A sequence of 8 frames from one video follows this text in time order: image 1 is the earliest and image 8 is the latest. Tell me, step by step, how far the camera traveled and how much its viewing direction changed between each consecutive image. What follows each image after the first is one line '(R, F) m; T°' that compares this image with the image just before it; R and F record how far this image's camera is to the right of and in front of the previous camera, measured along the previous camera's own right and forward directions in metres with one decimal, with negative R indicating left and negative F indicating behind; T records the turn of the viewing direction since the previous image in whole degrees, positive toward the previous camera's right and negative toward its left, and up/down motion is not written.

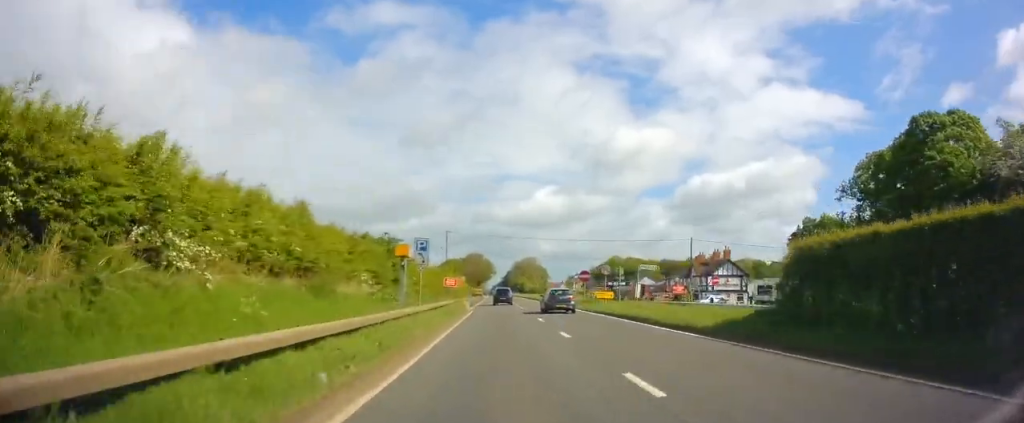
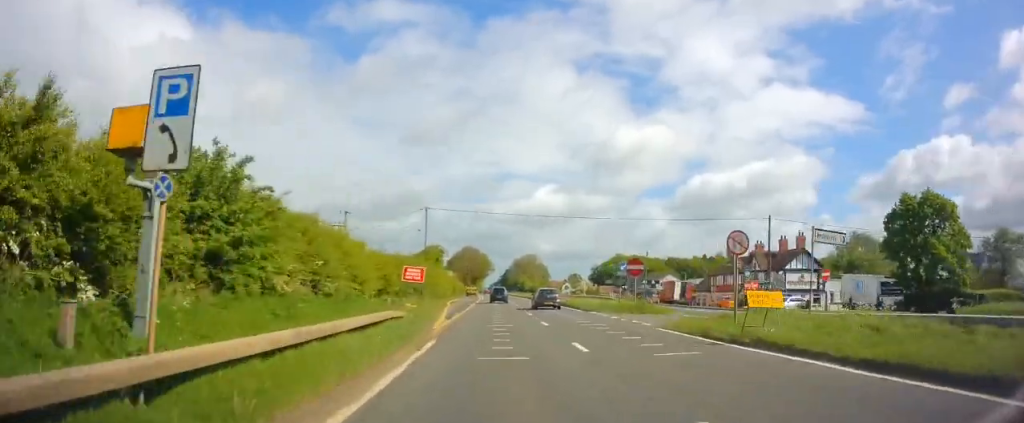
(-0.2, +20.6) m; -1°
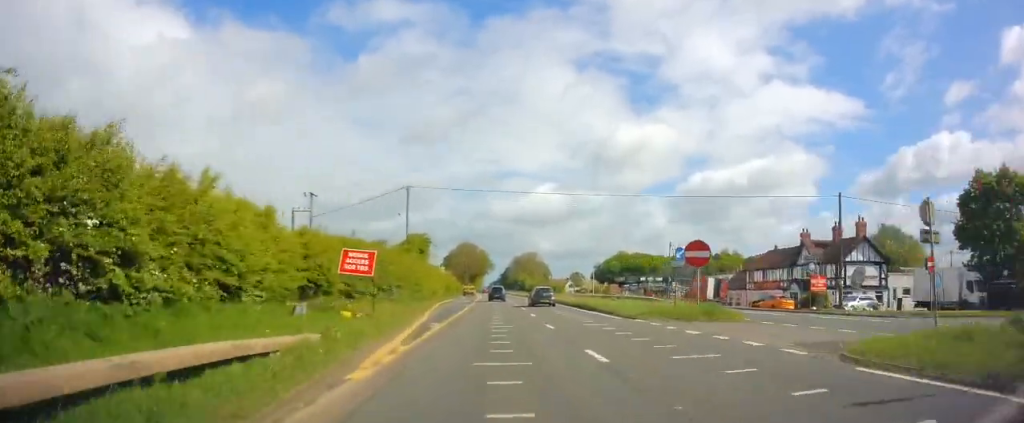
(-0.1, +11.0) m; 0°
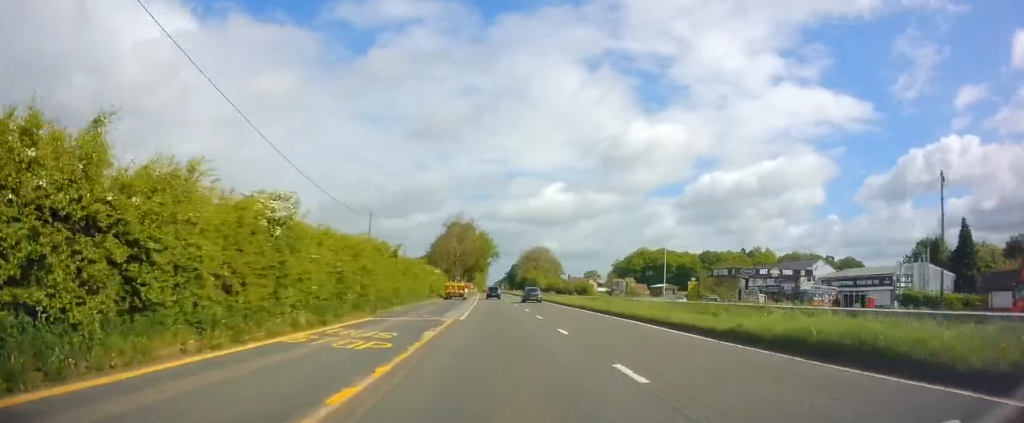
(+0.5, +45.1) m; +1°
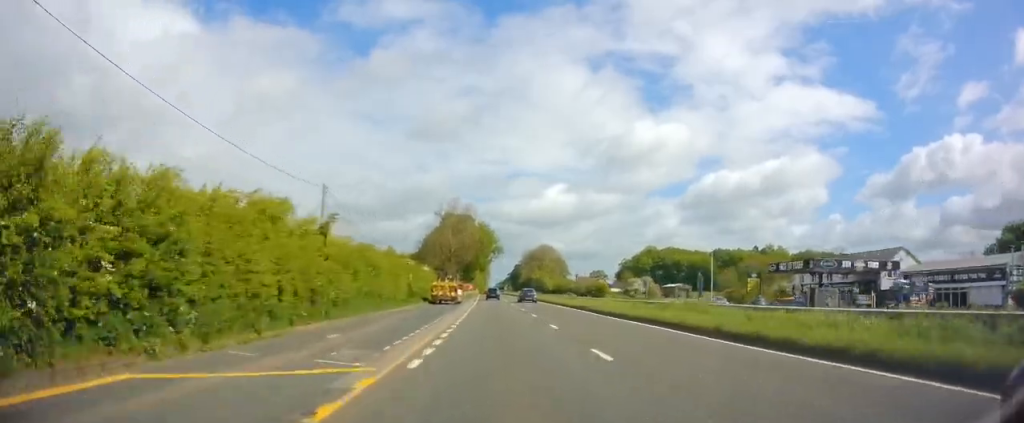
(+0.1, +14.7) m; -1°
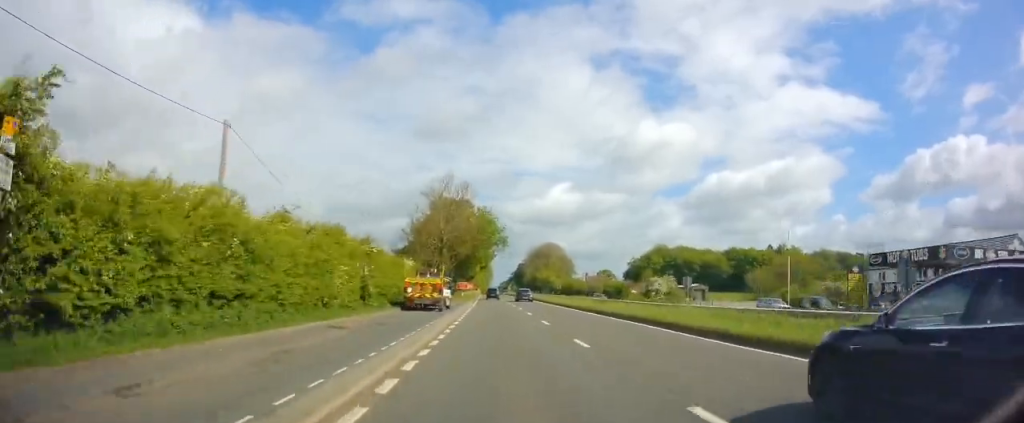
(-0.2, +14.8) m; -1°
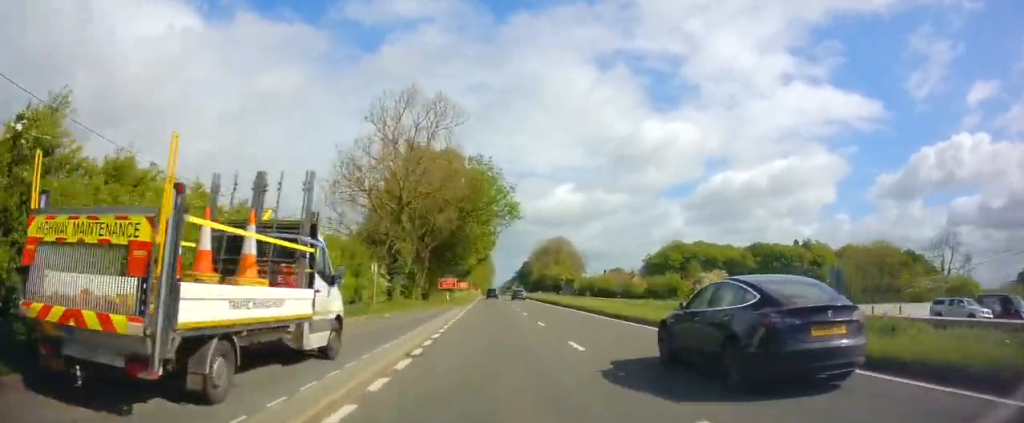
(-0.2, +26.8) m; 0°
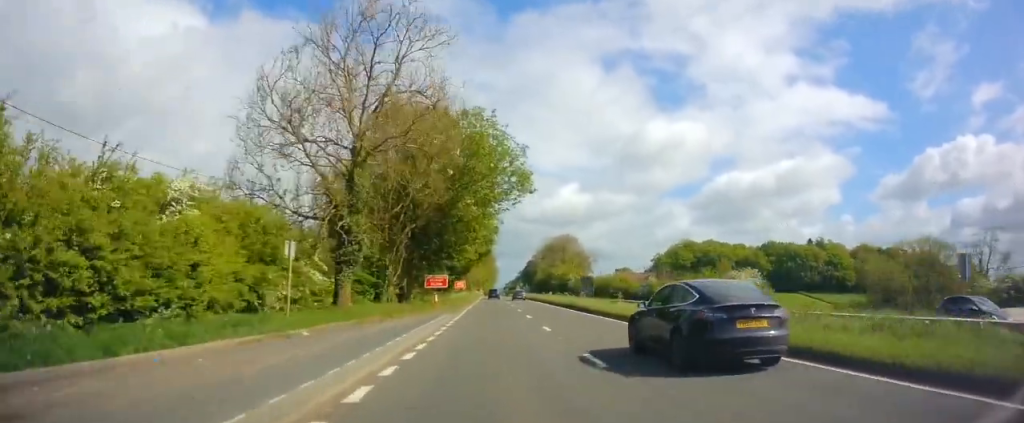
(0.0, +11.3) m; 0°
